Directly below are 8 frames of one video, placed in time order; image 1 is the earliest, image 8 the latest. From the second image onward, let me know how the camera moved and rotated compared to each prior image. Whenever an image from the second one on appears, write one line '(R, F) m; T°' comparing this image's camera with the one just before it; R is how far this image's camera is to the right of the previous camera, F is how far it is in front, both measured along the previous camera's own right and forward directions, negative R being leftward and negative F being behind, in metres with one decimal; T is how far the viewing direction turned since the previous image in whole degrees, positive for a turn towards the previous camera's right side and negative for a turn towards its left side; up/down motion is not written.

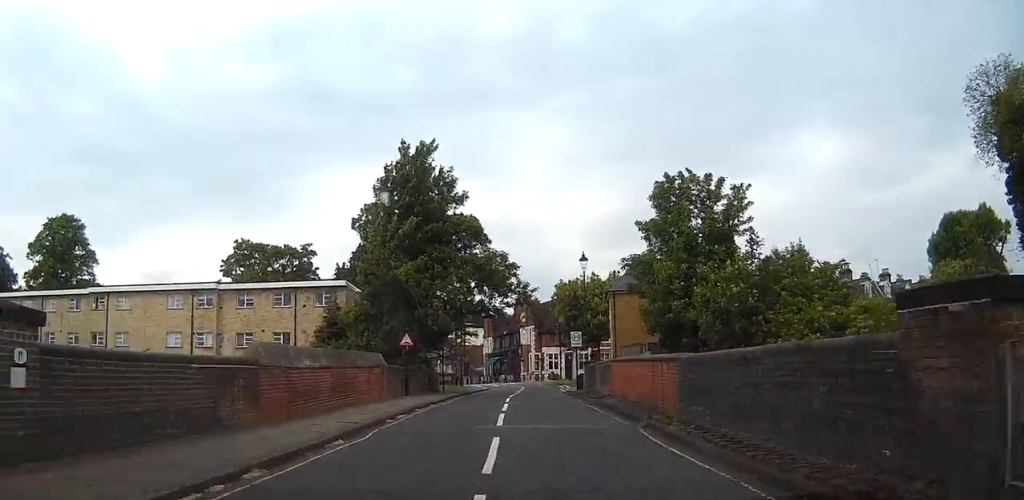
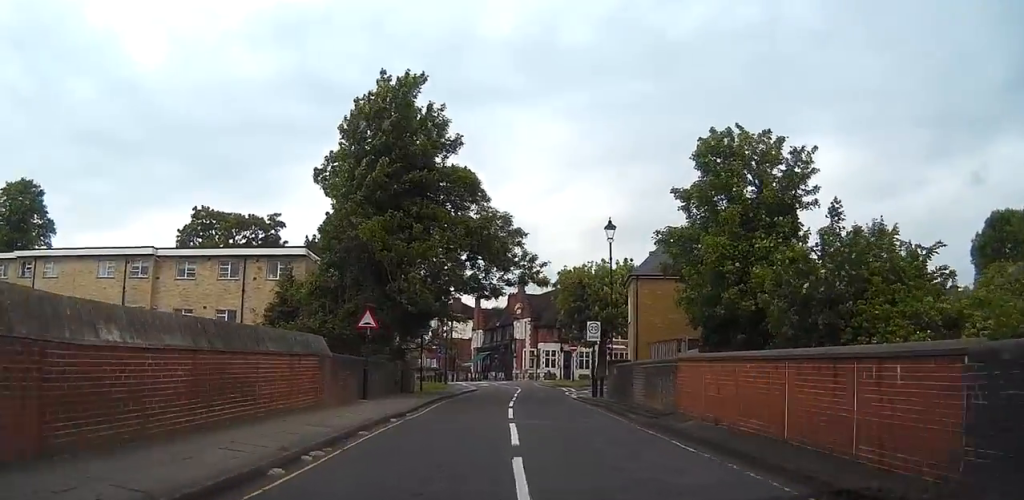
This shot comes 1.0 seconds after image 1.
(0.0, +9.4) m; 0°
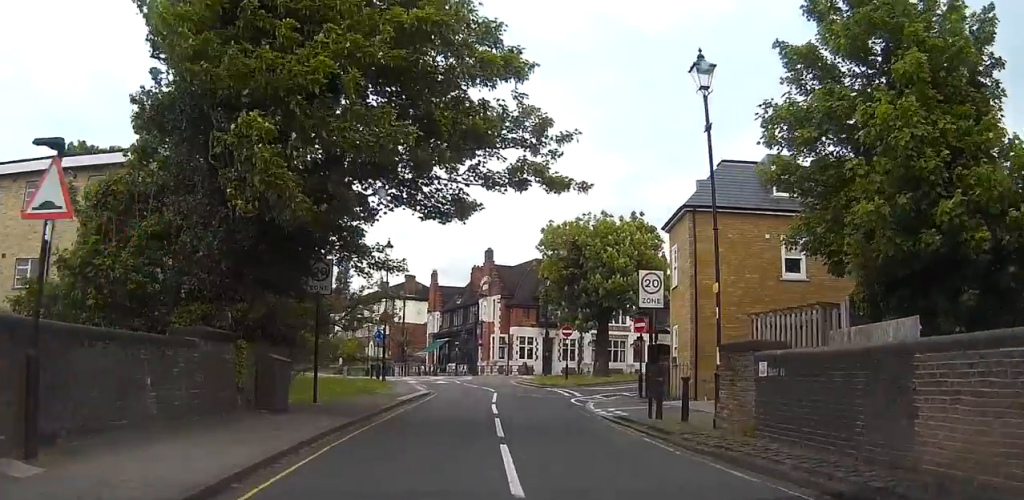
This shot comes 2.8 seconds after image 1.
(+0.1, +16.6) m; +1°
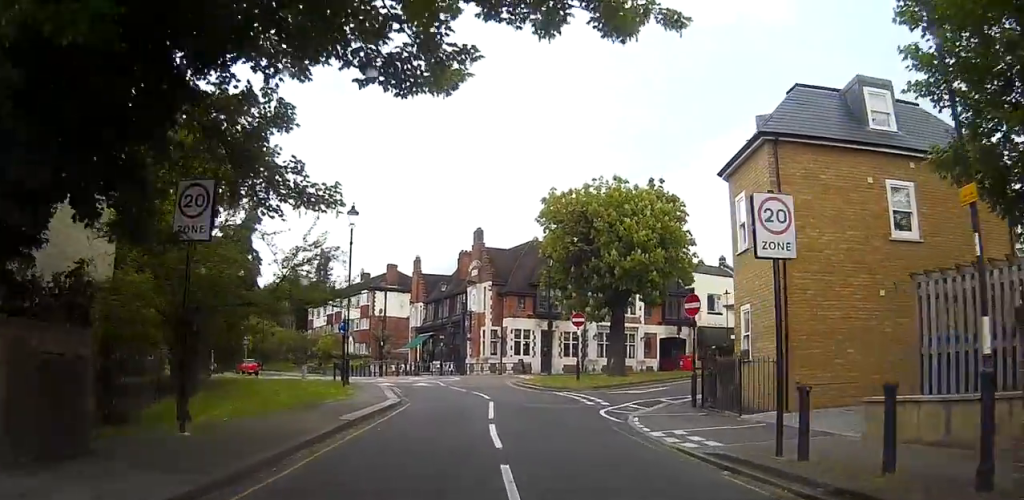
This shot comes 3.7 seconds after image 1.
(+0.1, +7.9) m; +1°
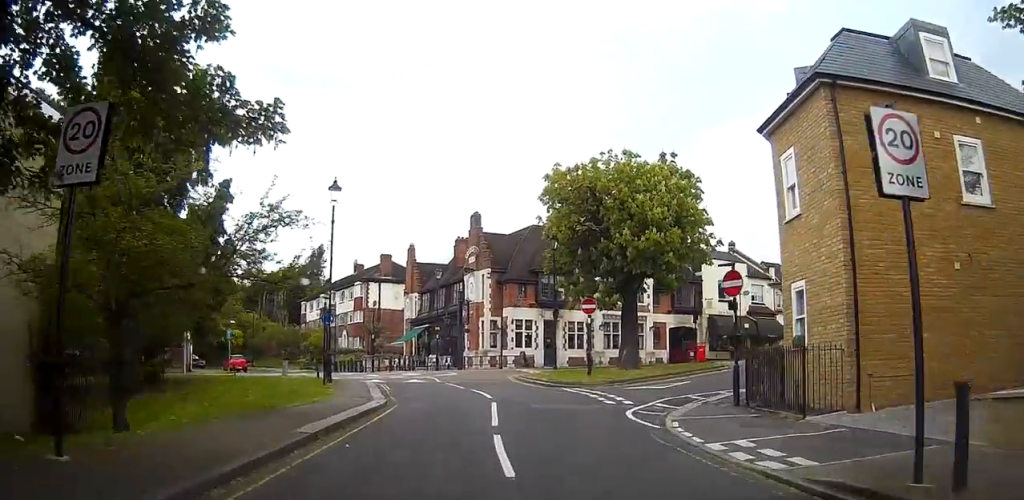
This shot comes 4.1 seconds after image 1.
(0.0, +3.4) m; +1°
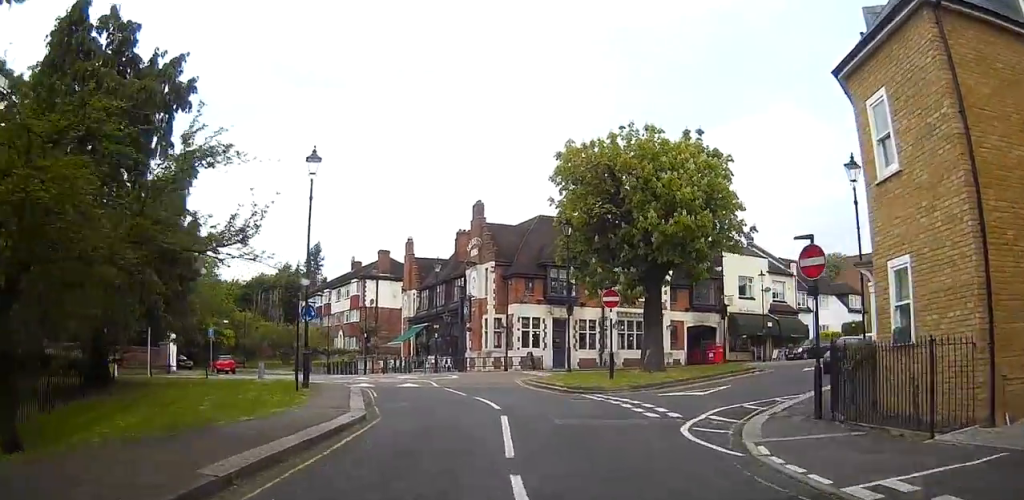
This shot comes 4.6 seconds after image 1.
(+0.1, +3.9) m; 0°
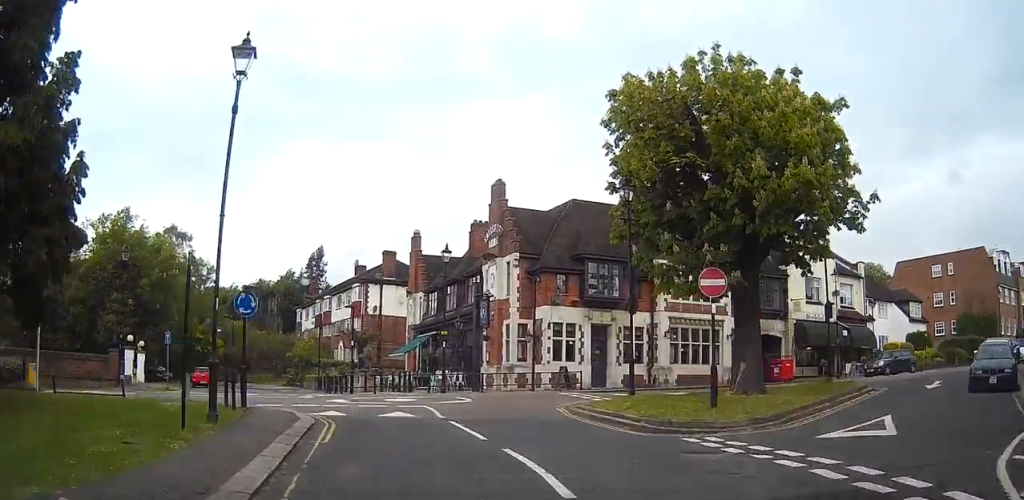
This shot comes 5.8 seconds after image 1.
(-0.1, +8.8) m; -3°
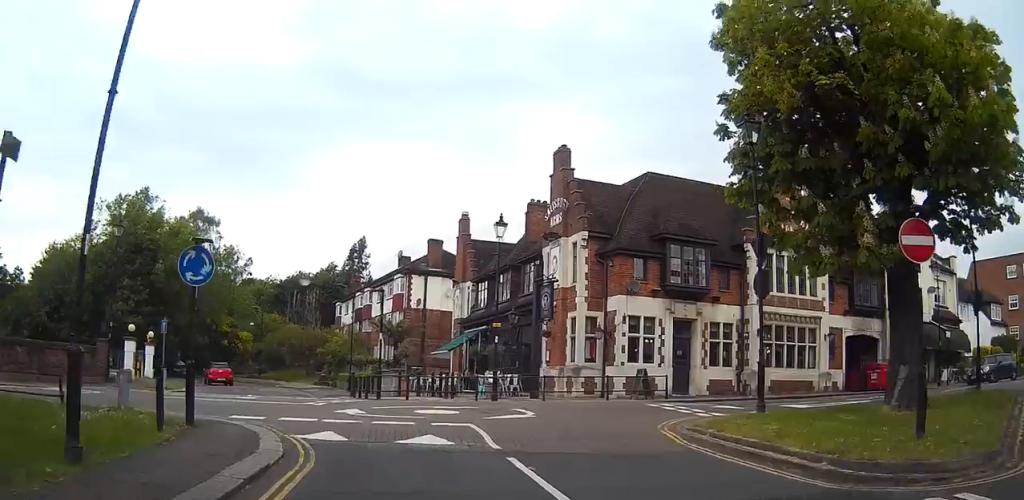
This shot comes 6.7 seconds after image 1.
(-0.2, +6.1) m; -3°
